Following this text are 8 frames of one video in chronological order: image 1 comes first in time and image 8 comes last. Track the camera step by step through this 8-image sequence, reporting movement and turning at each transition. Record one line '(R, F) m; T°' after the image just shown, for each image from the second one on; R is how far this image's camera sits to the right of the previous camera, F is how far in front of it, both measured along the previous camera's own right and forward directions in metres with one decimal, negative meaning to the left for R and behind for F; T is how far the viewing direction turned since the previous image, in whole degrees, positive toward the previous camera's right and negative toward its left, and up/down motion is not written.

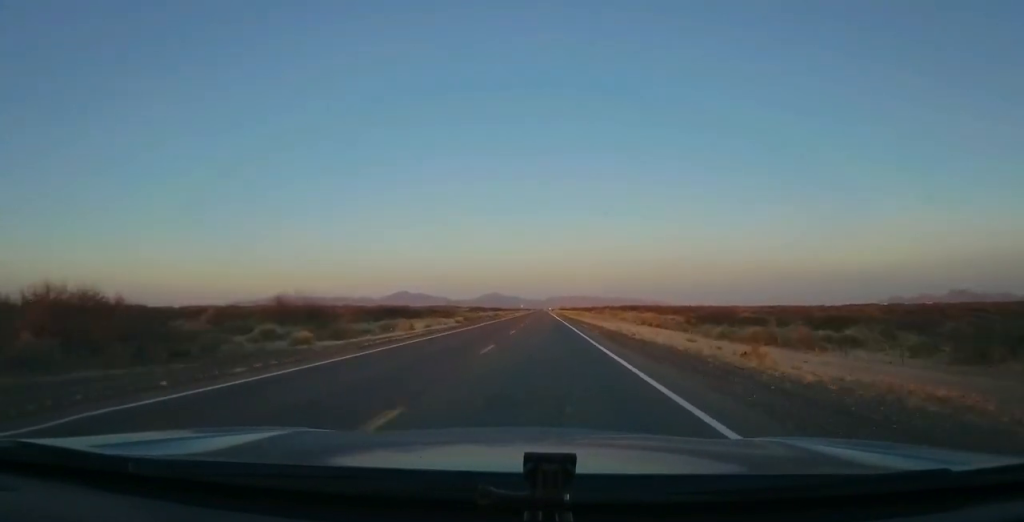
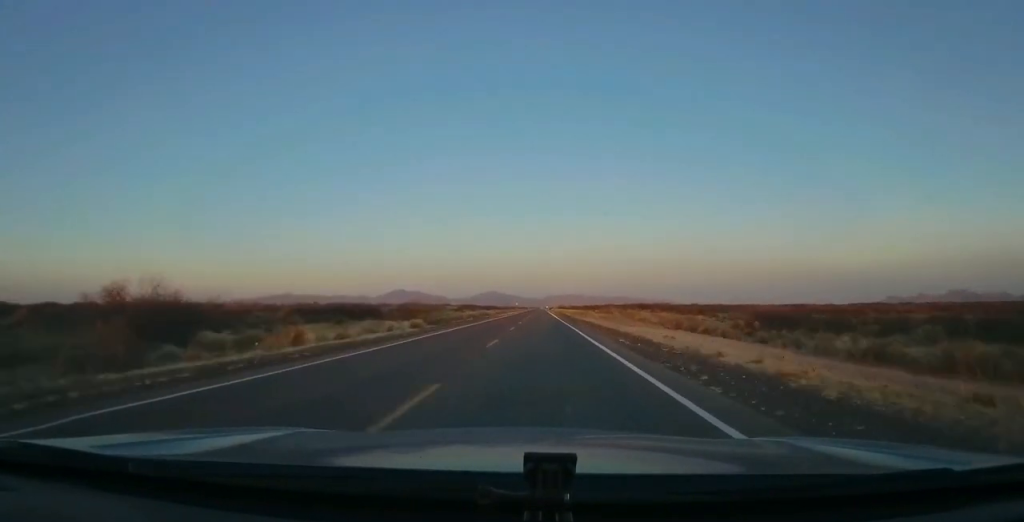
(-0.1, +21.6) m; -1°
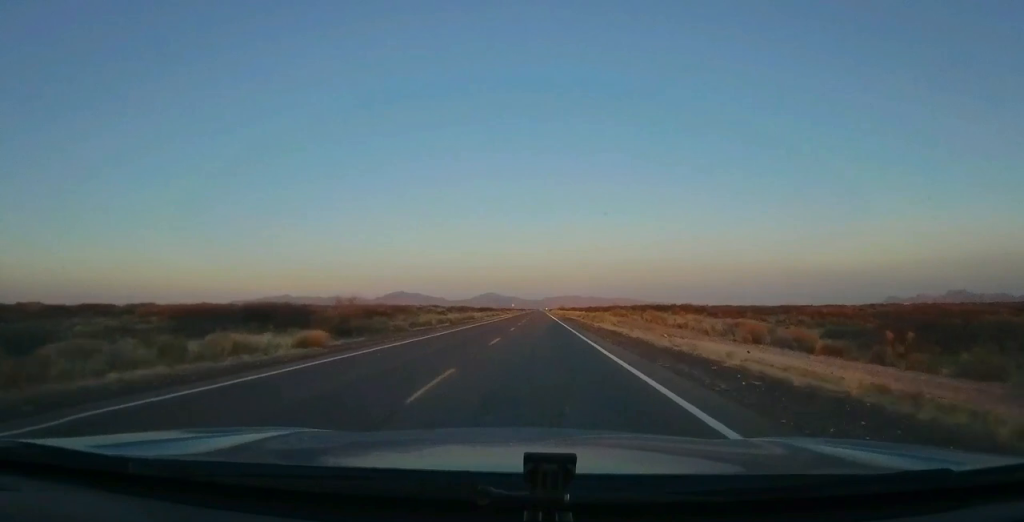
(-0.4, +21.6) m; 0°
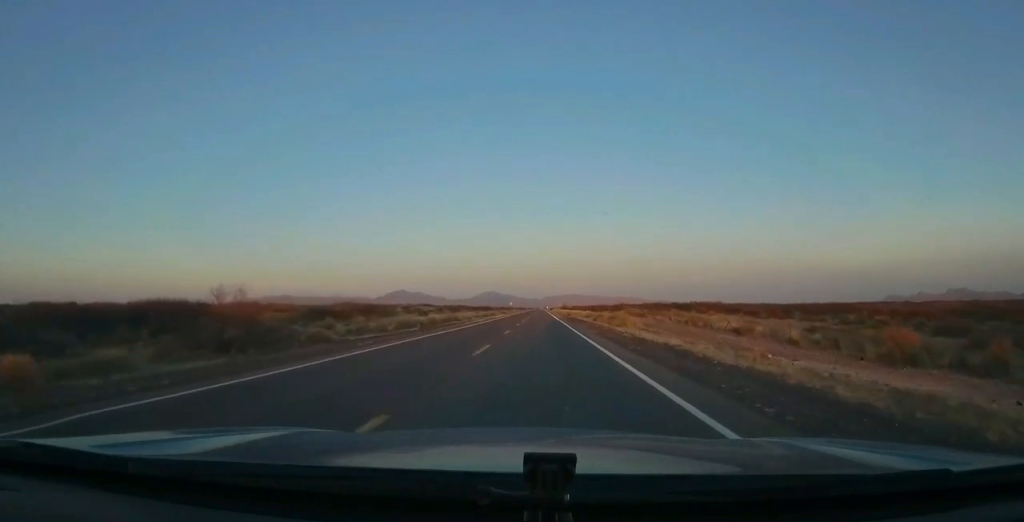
(+0.3, +16.6) m; +1°
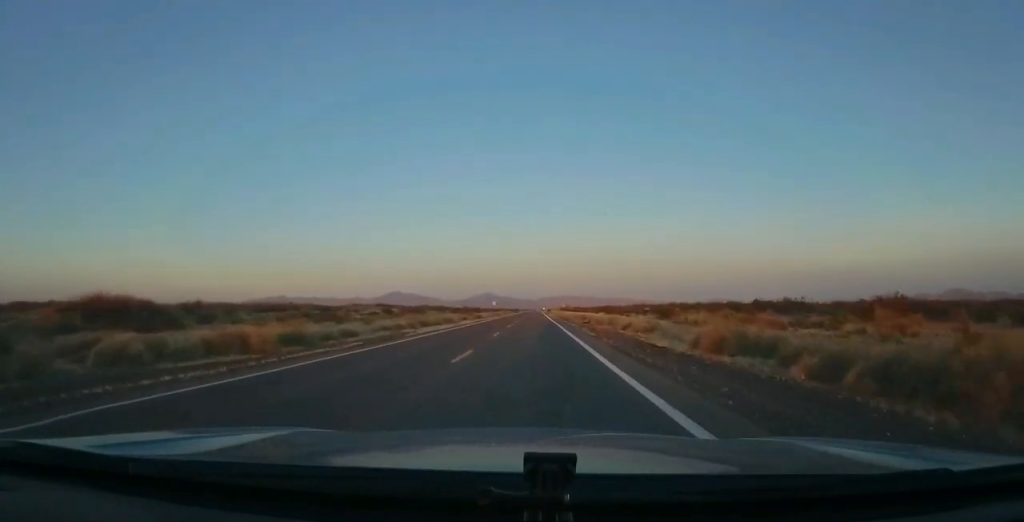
(+0.3, +48.8) m; 0°
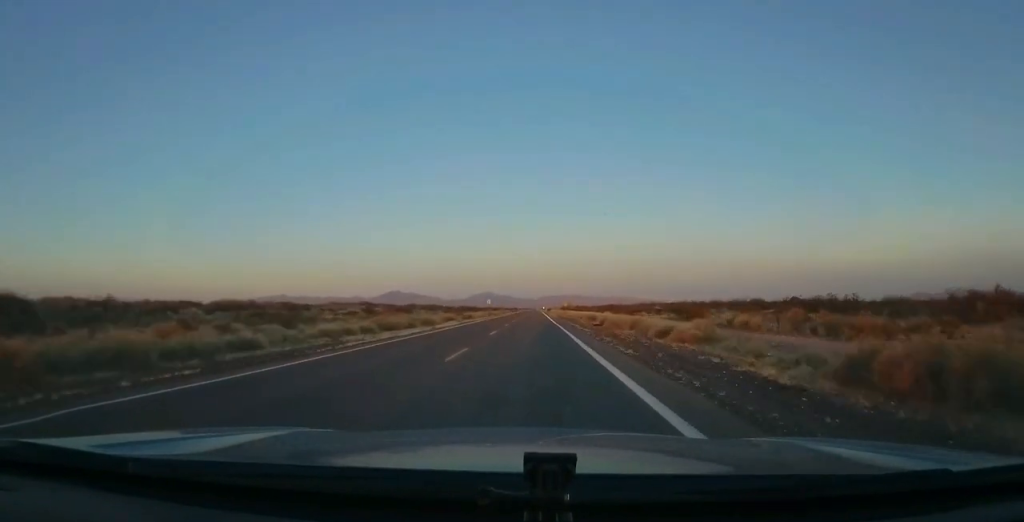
(0.0, +11.8) m; 0°
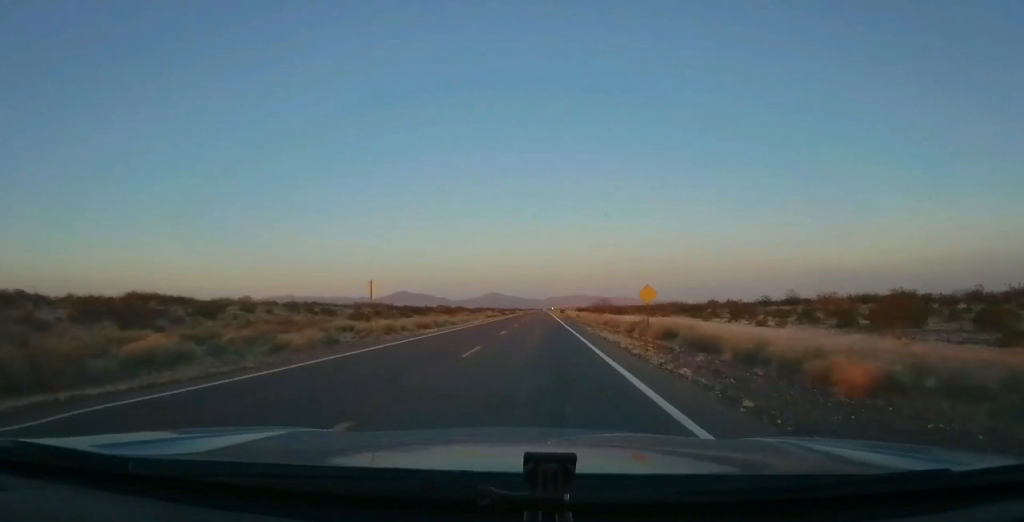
(-1.0, +81.3) m; -1°
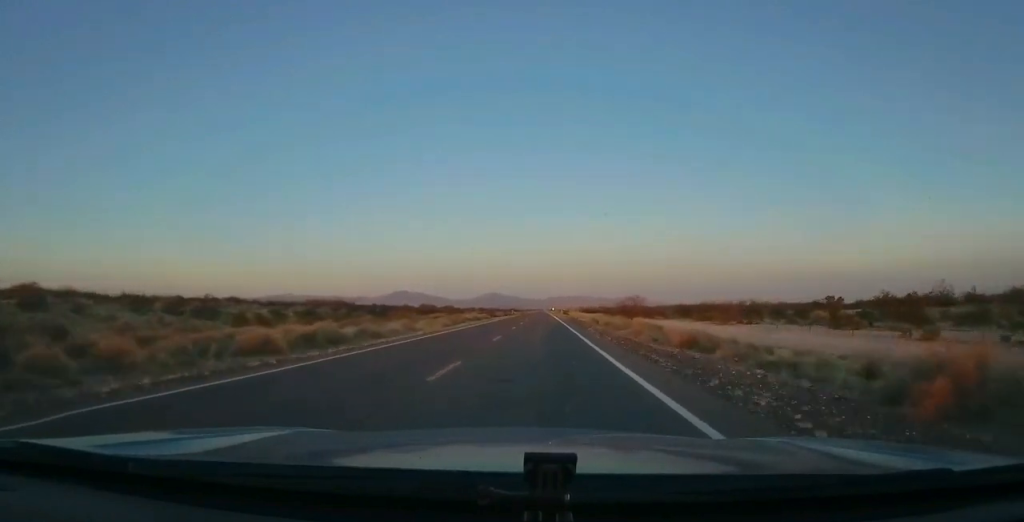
(+0.1, +28.4) m; 0°
